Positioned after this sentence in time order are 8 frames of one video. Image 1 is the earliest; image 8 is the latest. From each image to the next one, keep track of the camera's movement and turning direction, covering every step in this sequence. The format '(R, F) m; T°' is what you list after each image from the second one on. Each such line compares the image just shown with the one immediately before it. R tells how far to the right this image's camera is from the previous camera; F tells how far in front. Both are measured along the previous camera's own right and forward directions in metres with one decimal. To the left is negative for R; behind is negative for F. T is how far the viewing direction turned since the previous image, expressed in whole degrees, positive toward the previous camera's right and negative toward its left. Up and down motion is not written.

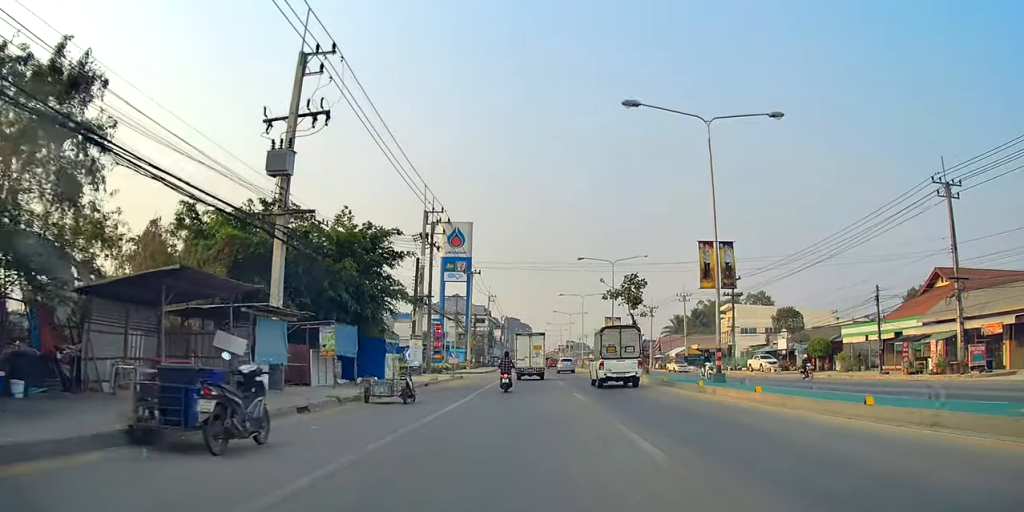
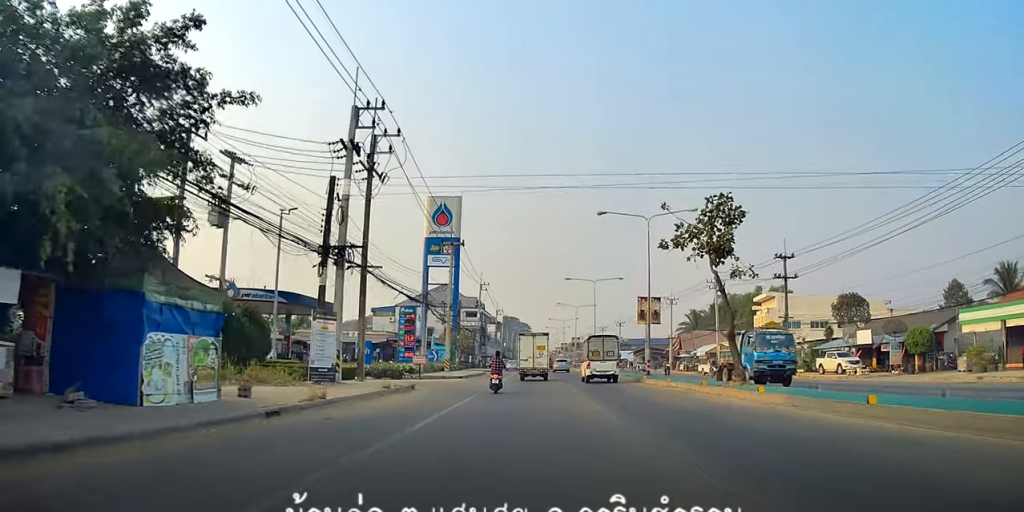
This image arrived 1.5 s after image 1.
(-0.9, +18.3) m; -2°
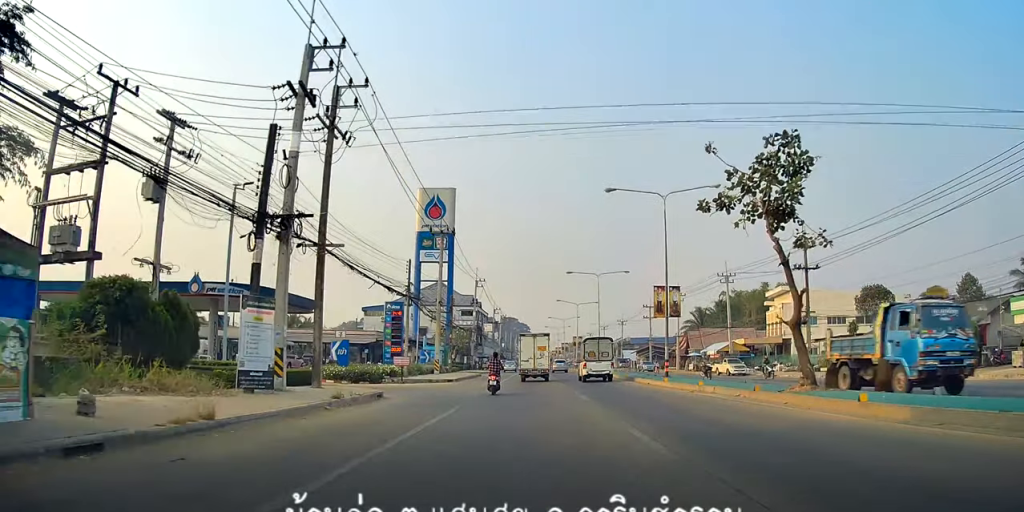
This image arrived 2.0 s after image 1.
(+0.4, +5.4) m; 0°
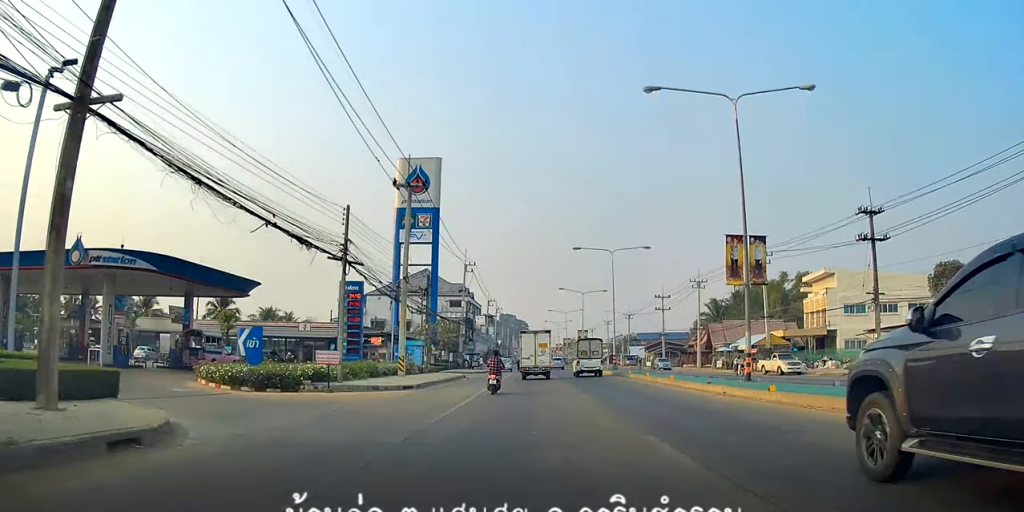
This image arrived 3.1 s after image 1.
(-0.2, +13.1) m; 0°
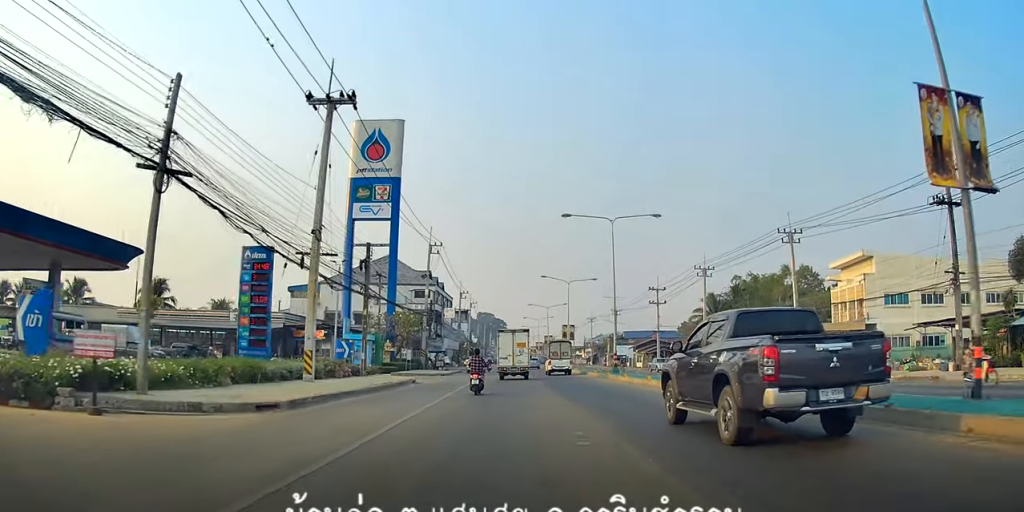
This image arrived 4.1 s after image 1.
(+0.3, +12.5) m; +3°
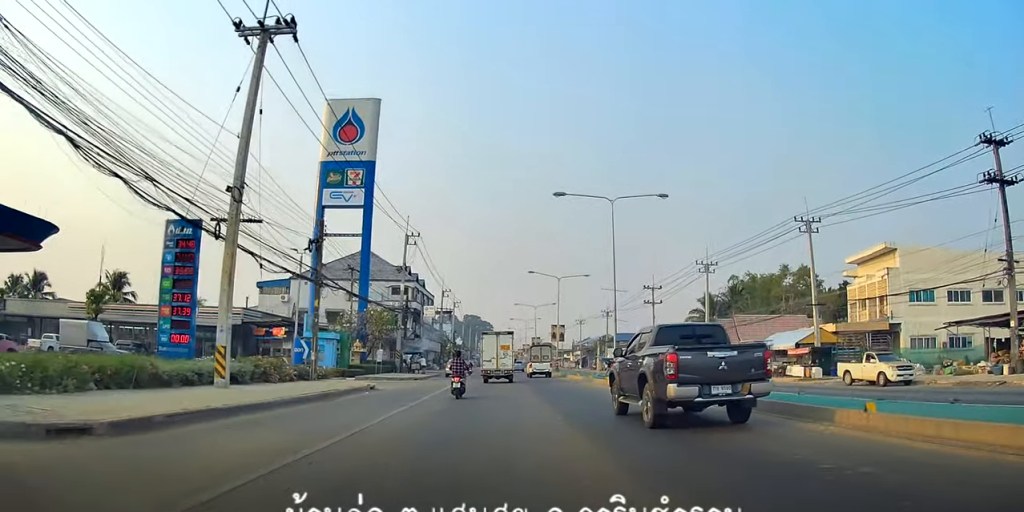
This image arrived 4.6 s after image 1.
(+0.1, +5.8) m; +1°
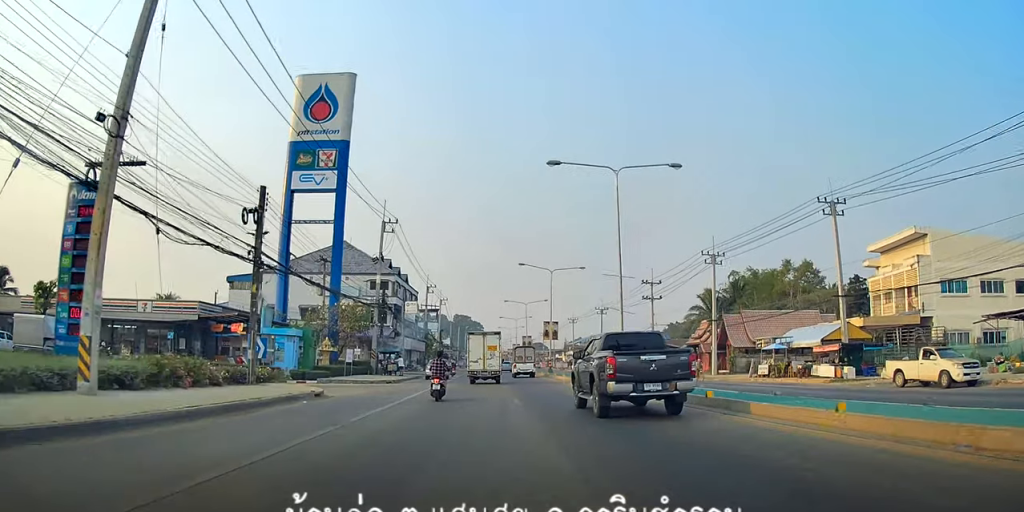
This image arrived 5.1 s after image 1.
(0.0, +5.9) m; 0°
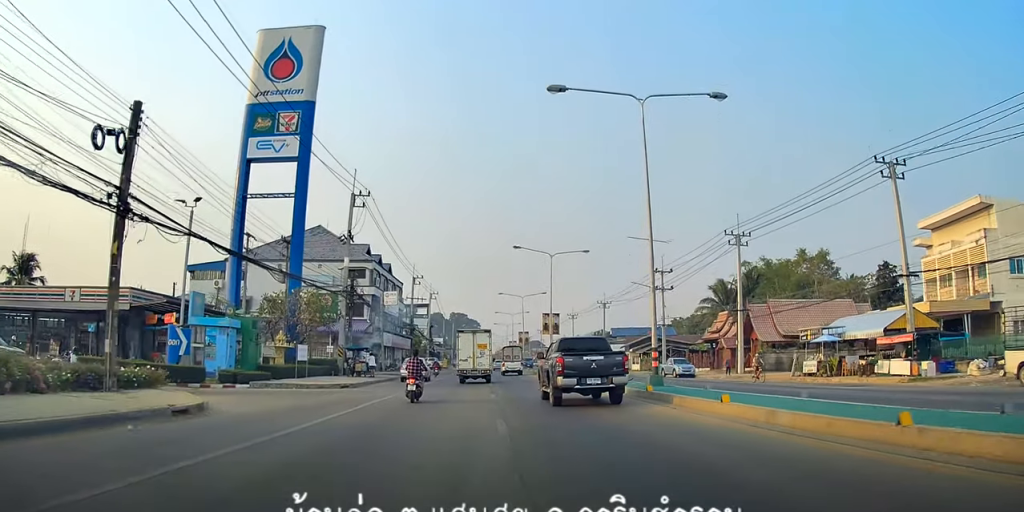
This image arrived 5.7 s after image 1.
(0.0, +8.0) m; 0°
